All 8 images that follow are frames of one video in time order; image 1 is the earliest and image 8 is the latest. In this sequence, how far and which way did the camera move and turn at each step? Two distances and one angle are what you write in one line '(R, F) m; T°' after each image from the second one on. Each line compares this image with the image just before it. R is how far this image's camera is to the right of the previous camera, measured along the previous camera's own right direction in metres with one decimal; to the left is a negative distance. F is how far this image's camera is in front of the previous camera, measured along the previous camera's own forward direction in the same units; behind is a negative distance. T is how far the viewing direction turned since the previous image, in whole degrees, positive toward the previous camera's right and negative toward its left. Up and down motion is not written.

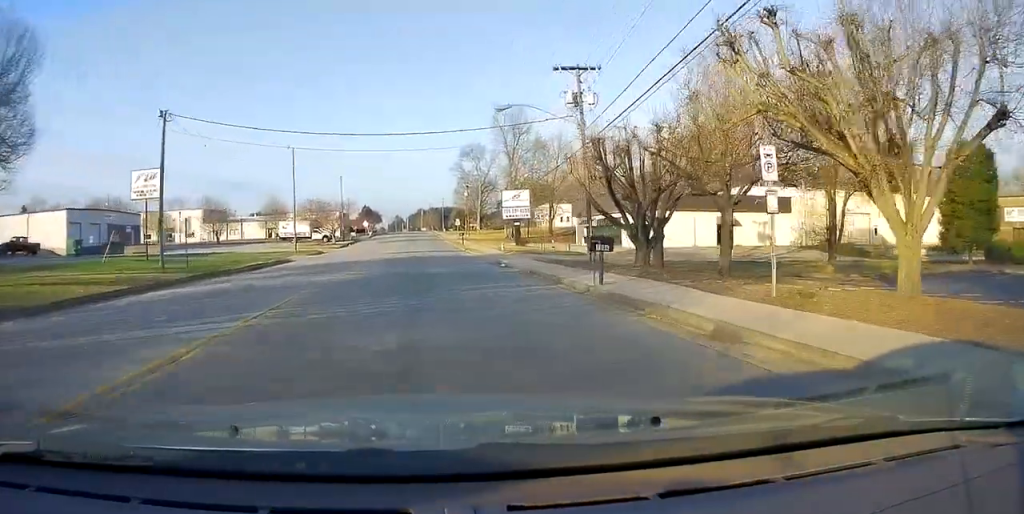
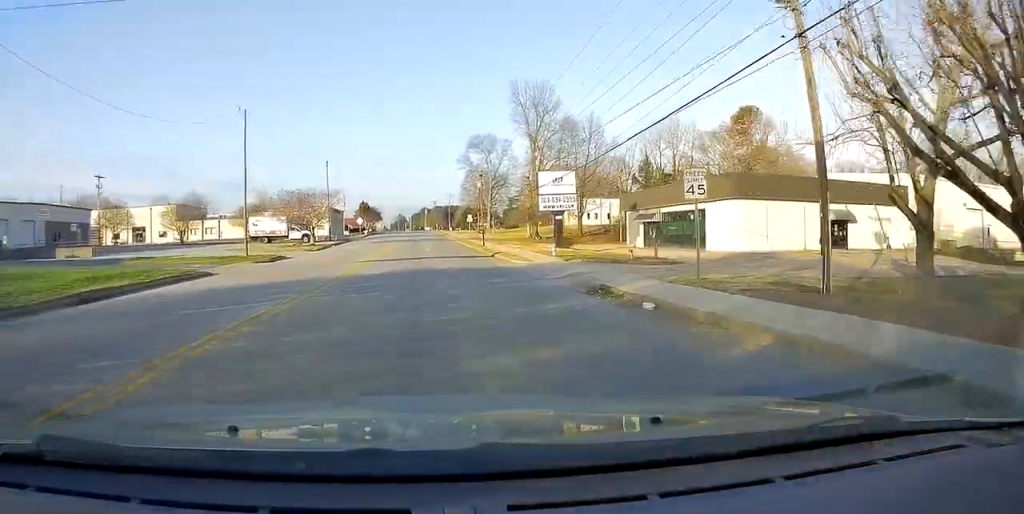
(0.0, +17.9) m; 0°
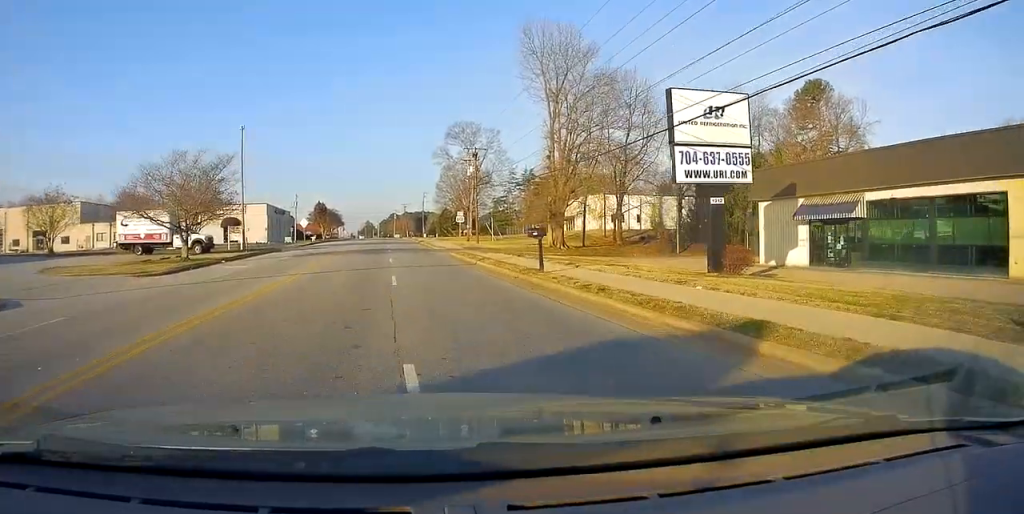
(0.0, +28.9) m; 0°
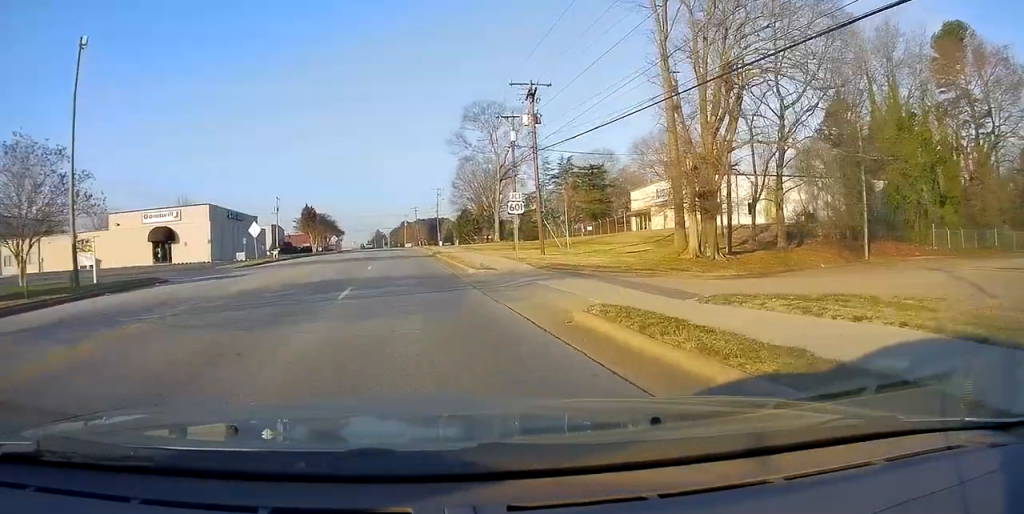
(+0.3, +27.8) m; +2°
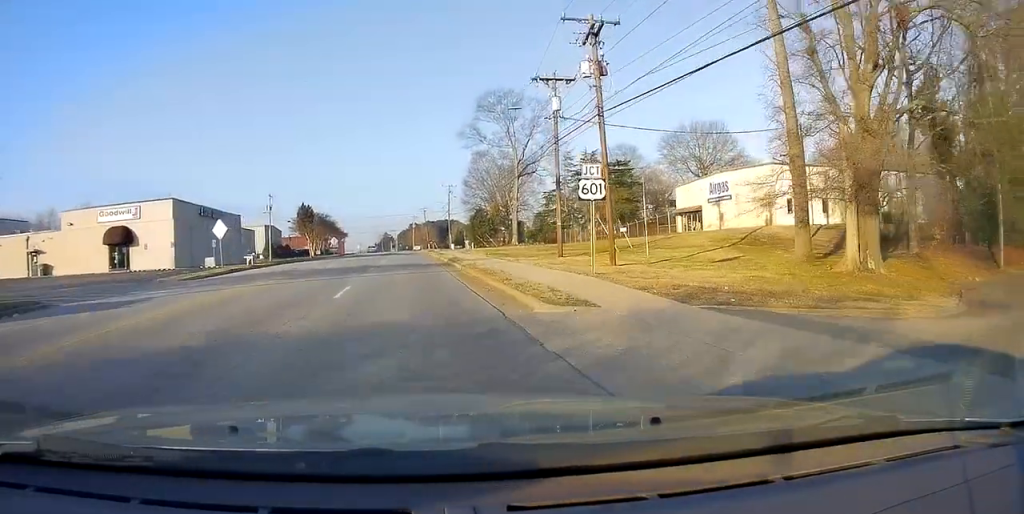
(+0.1, +11.3) m; 0°
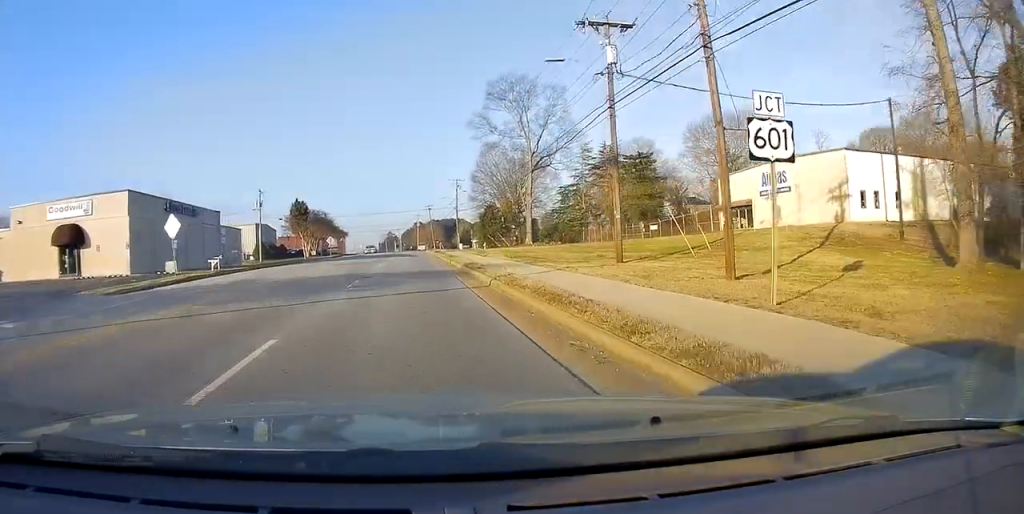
(+0.1, +8.9) m; 0°
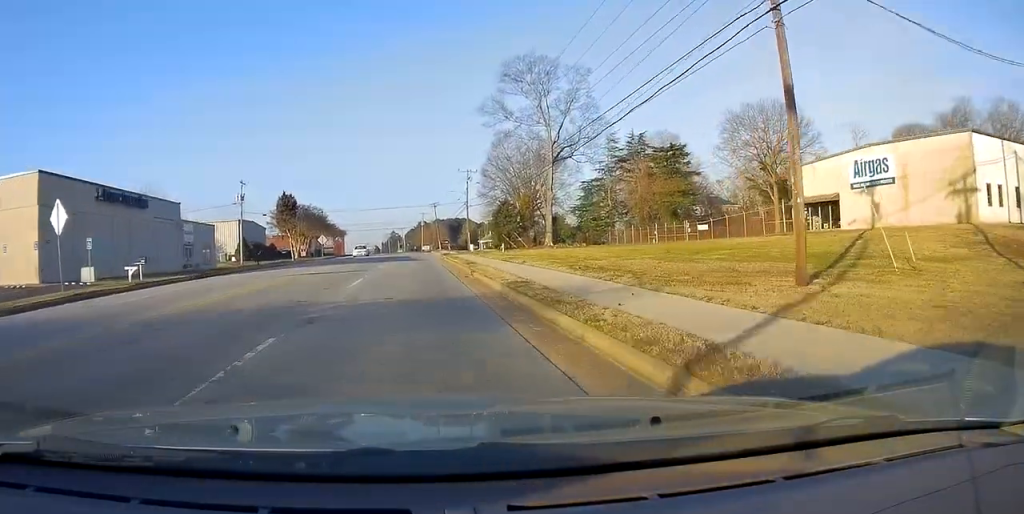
(0.0, +11.6) m; -2°
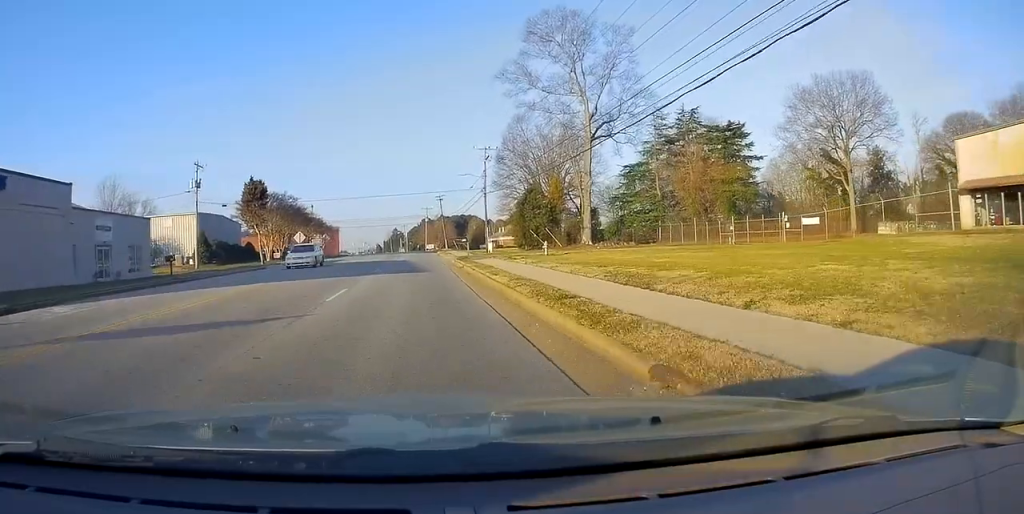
(-0.6, +17.2) m; -2°
